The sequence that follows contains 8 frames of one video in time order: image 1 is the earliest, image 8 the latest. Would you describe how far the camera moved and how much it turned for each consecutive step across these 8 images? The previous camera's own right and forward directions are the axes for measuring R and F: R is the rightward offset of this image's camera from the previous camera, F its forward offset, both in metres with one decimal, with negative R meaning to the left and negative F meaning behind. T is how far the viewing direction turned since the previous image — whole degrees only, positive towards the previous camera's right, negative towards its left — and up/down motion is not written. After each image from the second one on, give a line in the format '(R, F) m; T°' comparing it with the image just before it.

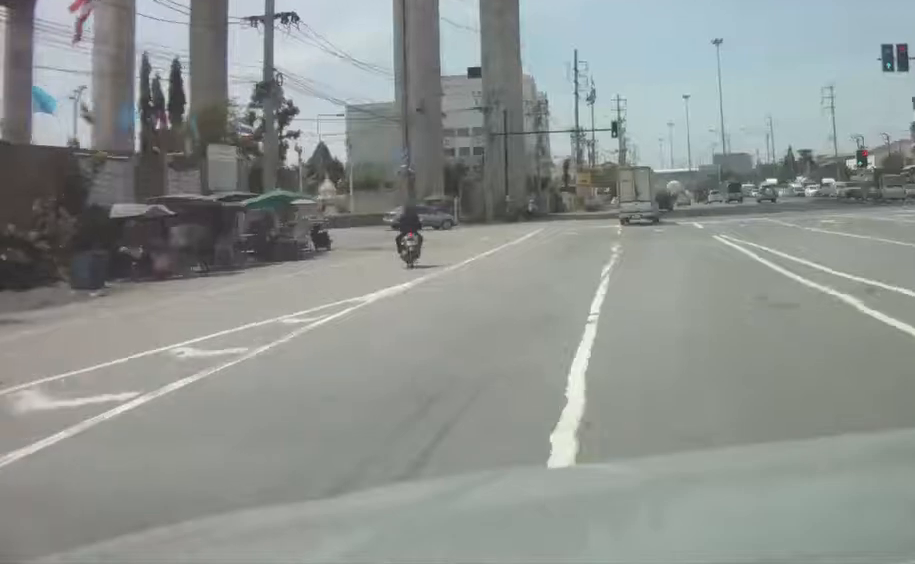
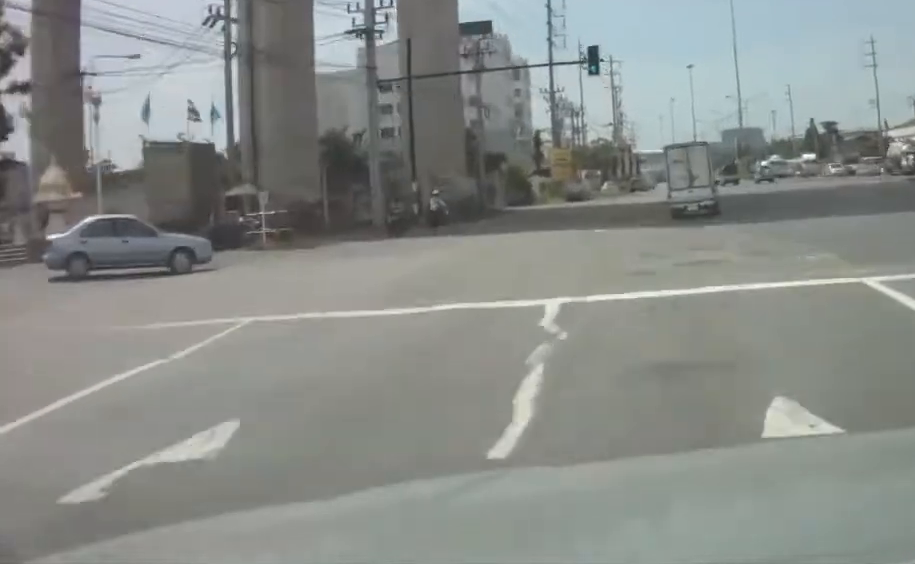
(0.0, +35.3) m; 0°
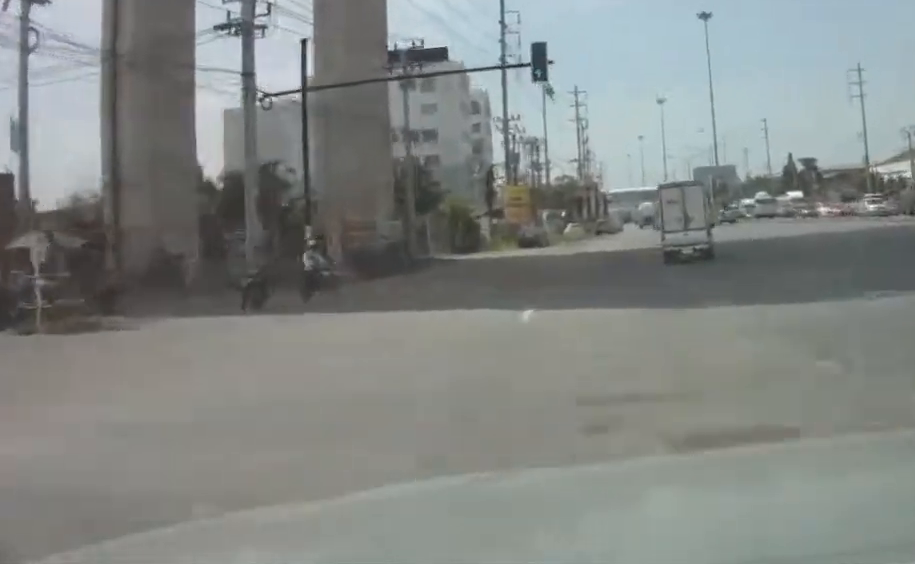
(-0.1, +13.1) m; 0°
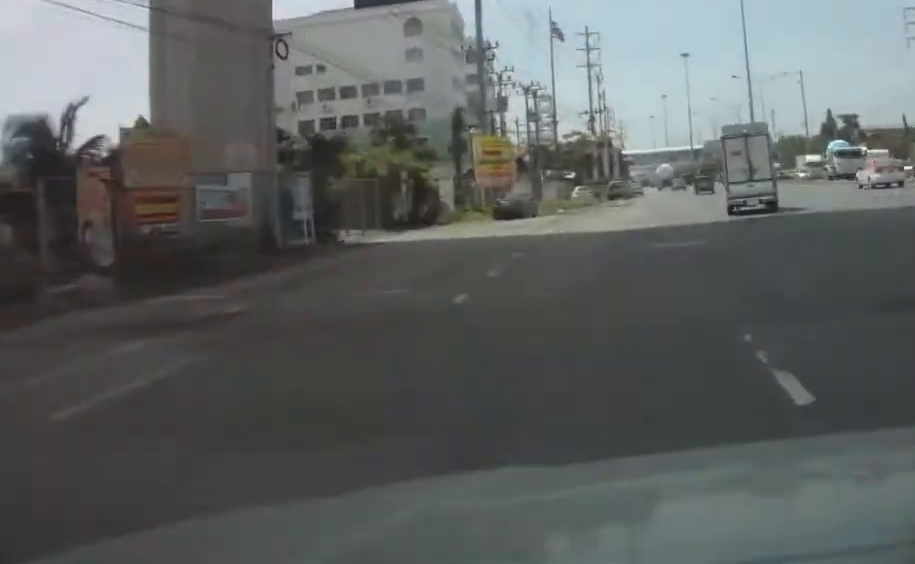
(-0.2, +25.4) m; -1°
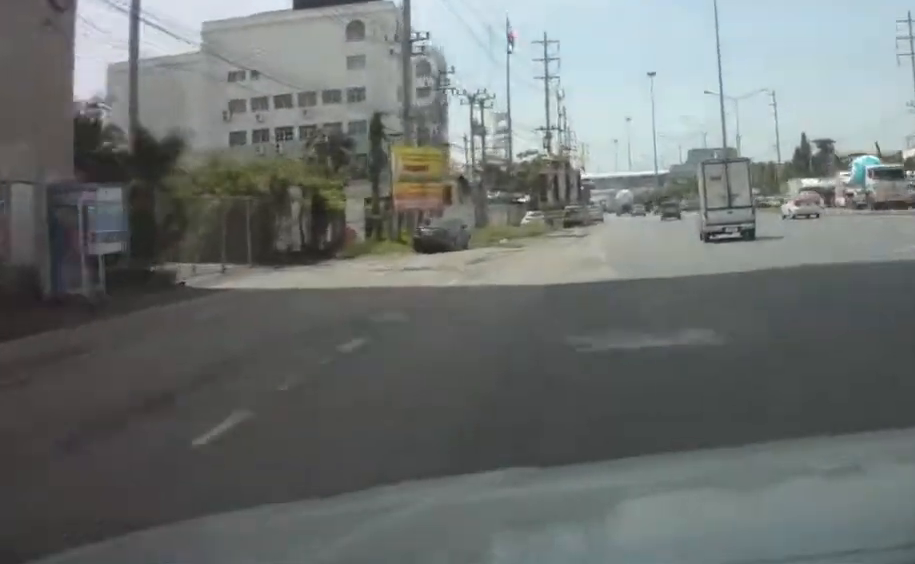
(-0.1, +13.0) m; 0°
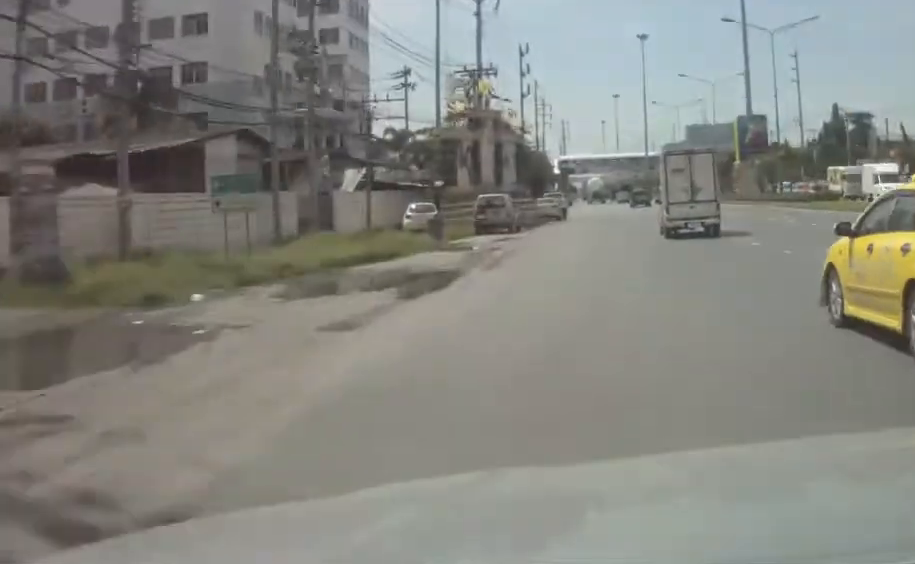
(-0.4, +41.8) m; 0°
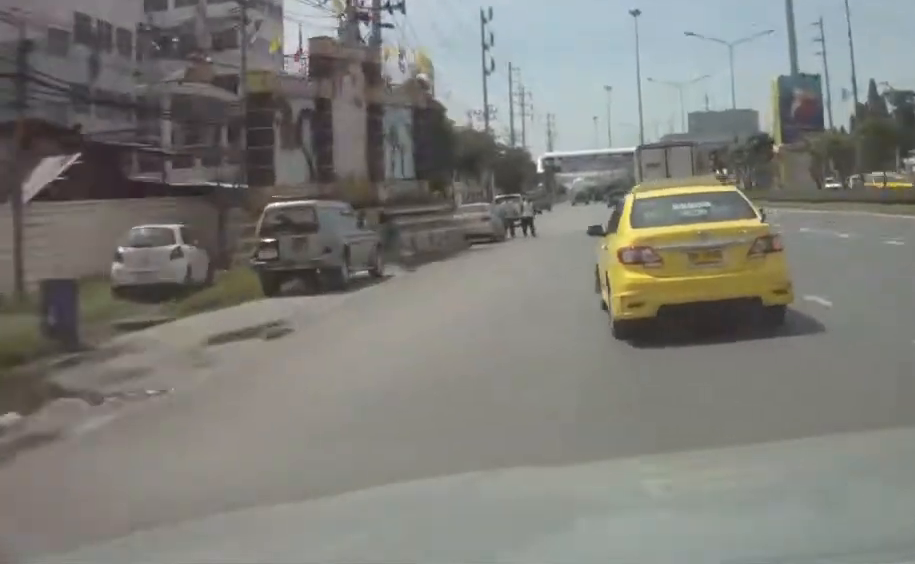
(0.0, +26.5) m; +2°
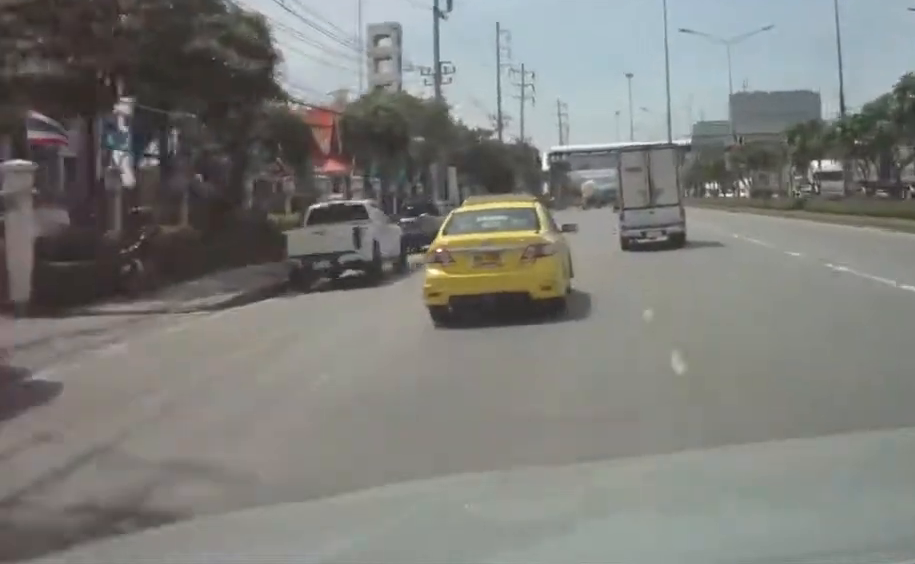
(+0.9, +34.6) m; +1°
